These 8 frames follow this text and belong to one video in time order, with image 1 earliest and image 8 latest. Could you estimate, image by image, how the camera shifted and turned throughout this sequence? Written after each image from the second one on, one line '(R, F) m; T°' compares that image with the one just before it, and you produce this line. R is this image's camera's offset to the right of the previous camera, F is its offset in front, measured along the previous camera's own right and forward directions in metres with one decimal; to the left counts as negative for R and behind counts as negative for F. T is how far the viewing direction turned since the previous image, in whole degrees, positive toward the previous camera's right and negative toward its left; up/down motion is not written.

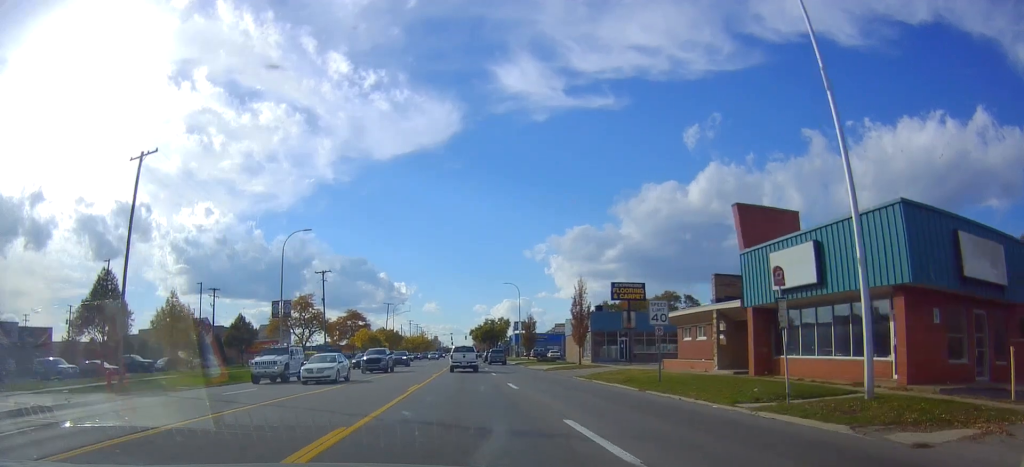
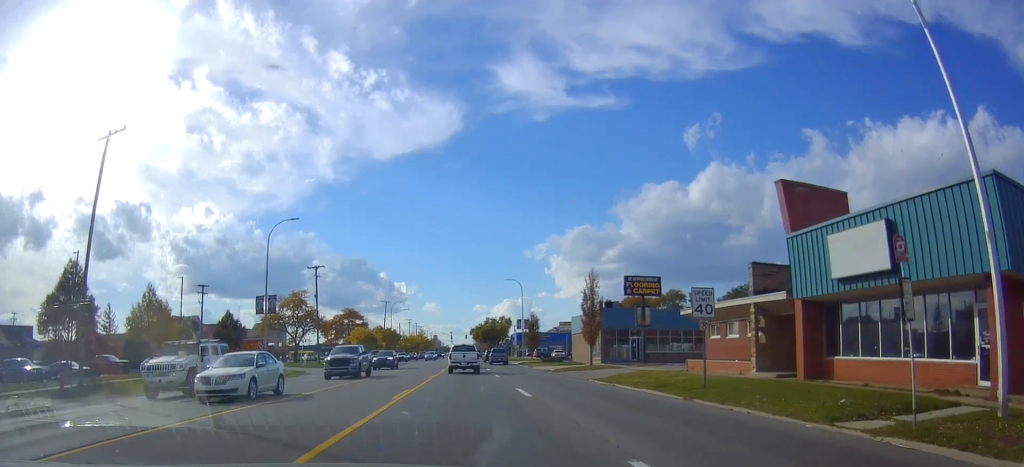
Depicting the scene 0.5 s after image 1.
(+0.2, +4.9) m; +1°
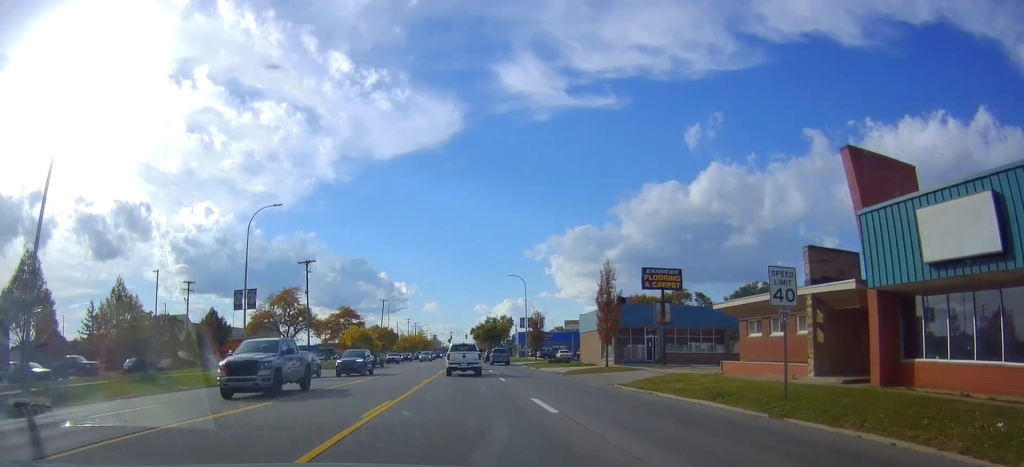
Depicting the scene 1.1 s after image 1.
(+0.1, +5.7) m; +1°
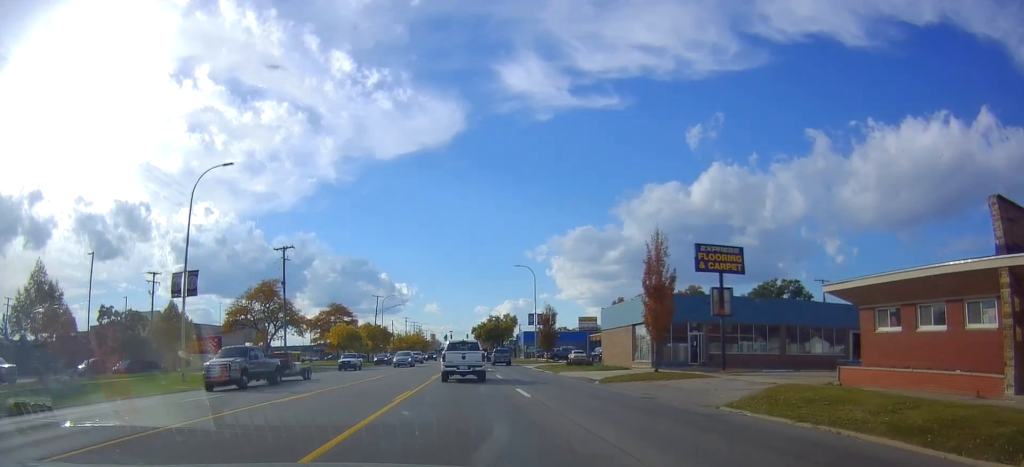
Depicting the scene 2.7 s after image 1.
(0.0, +12.9) m; 0°
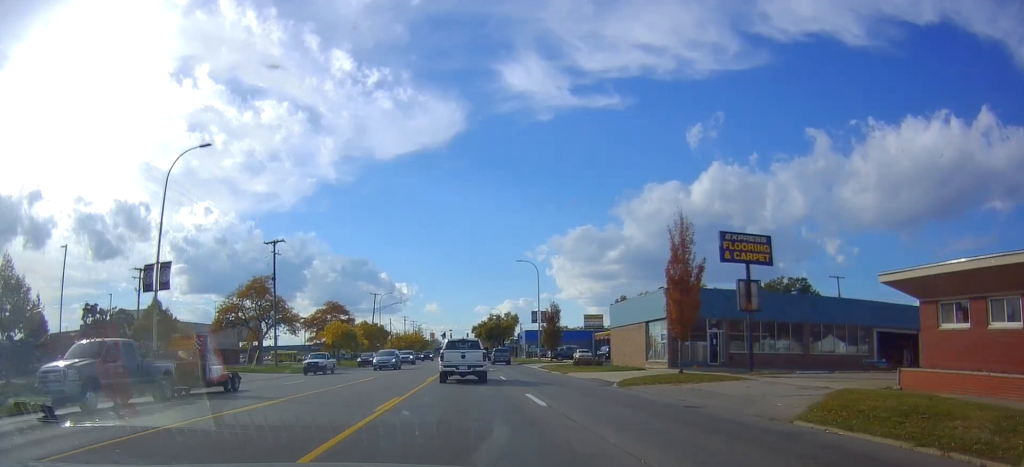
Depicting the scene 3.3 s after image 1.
(0.0, +3.7) m; 0°
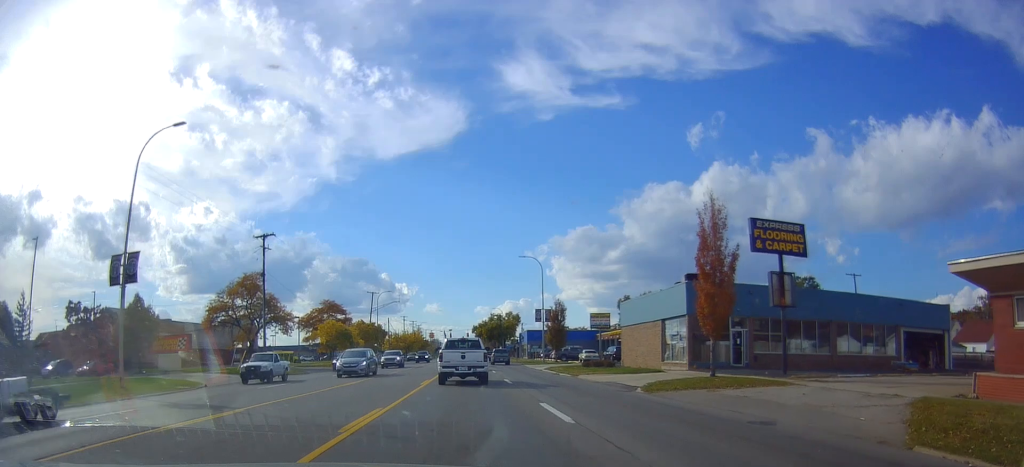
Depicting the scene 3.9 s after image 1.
(0.0, +3.8) m; 0°
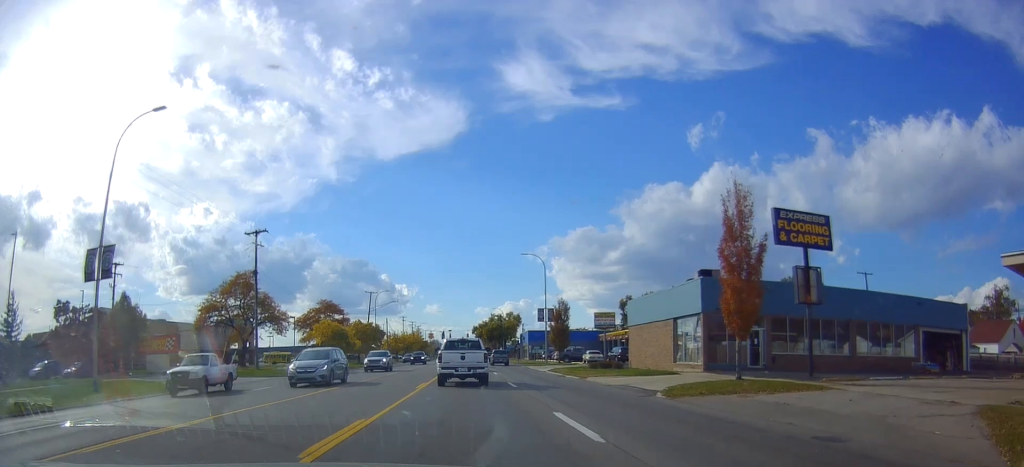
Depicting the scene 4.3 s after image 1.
(0.0, +2.4) m; 0°
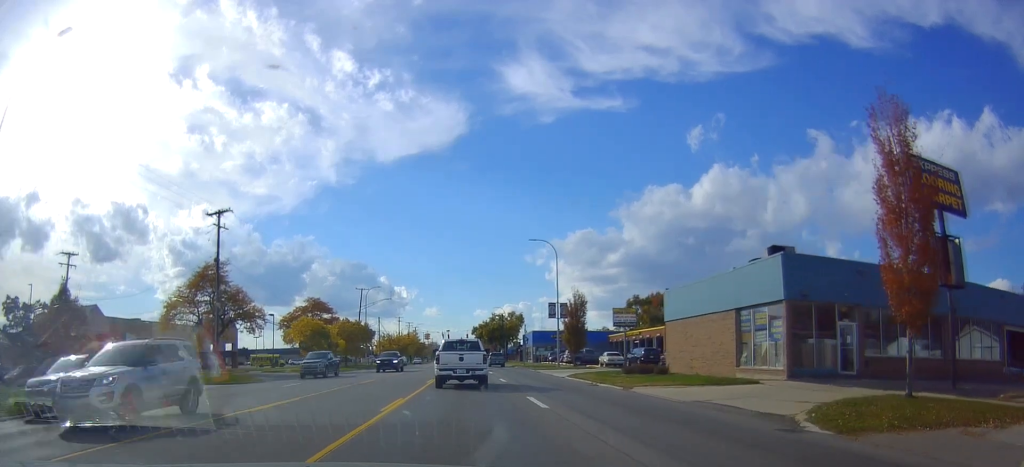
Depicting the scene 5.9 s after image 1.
(0.0, +8.9) m; 0°
